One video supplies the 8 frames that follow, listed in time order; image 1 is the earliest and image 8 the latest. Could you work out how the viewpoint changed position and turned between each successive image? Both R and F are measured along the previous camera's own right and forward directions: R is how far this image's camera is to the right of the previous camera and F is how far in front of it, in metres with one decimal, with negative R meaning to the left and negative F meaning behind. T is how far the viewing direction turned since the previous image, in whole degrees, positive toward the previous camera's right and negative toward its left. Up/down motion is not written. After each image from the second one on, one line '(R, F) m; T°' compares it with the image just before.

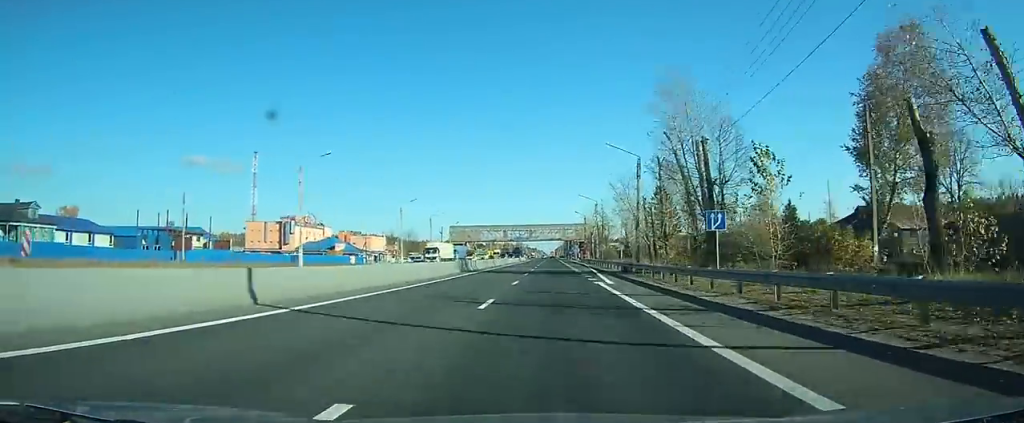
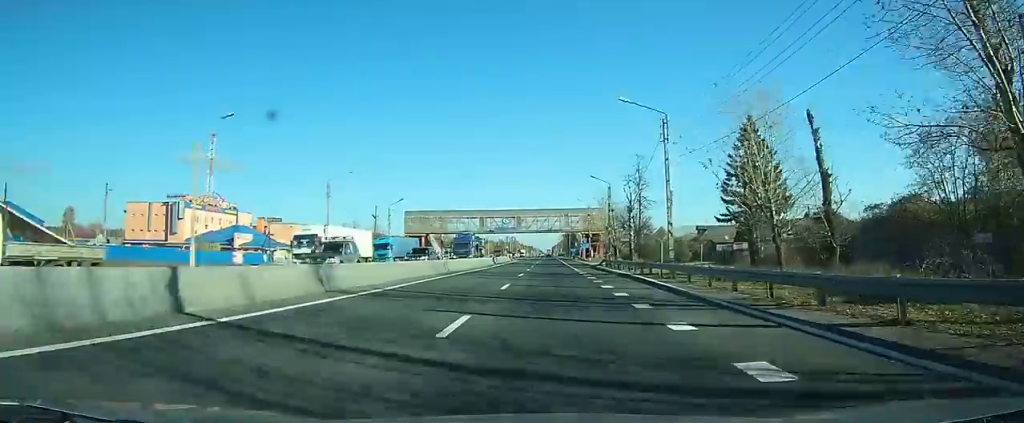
(+0.2, +54.5) m; 0°
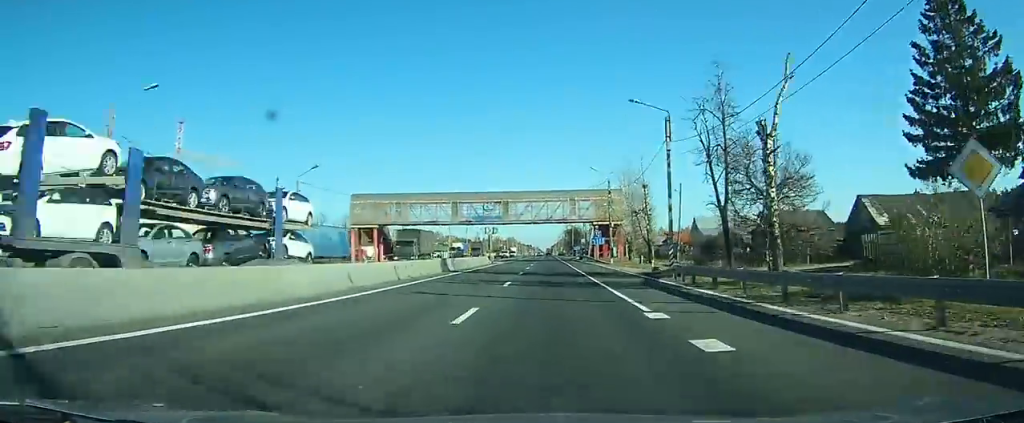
(-0.1, +33.8) m; 0°
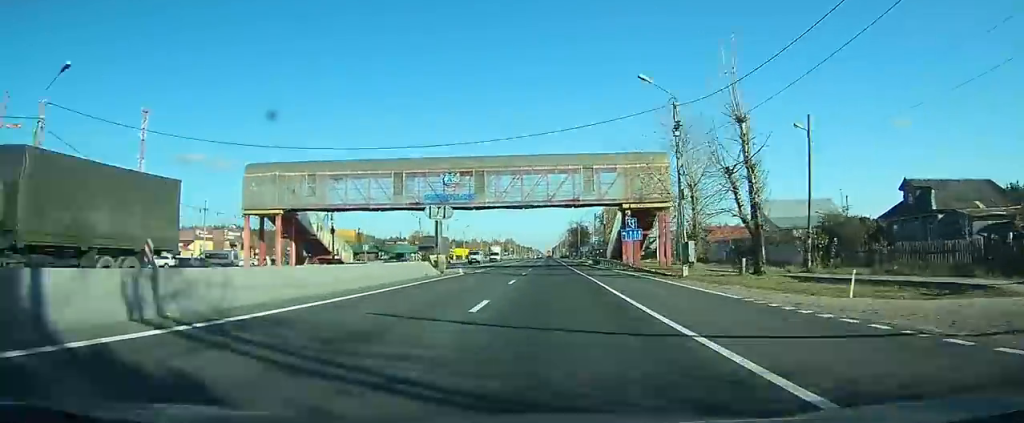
(-0.1, +32.5) m; 0°
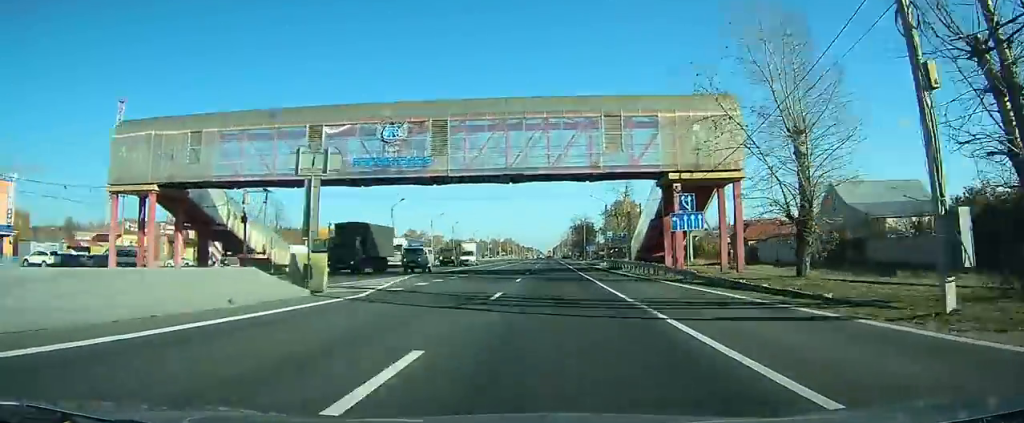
(0.0, +19.4) m; 0°
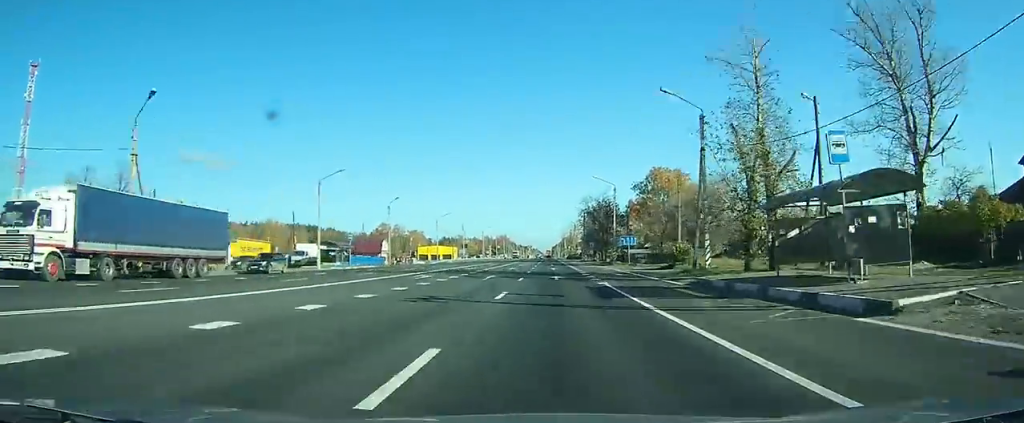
(0.0, +59.6) m; 0°
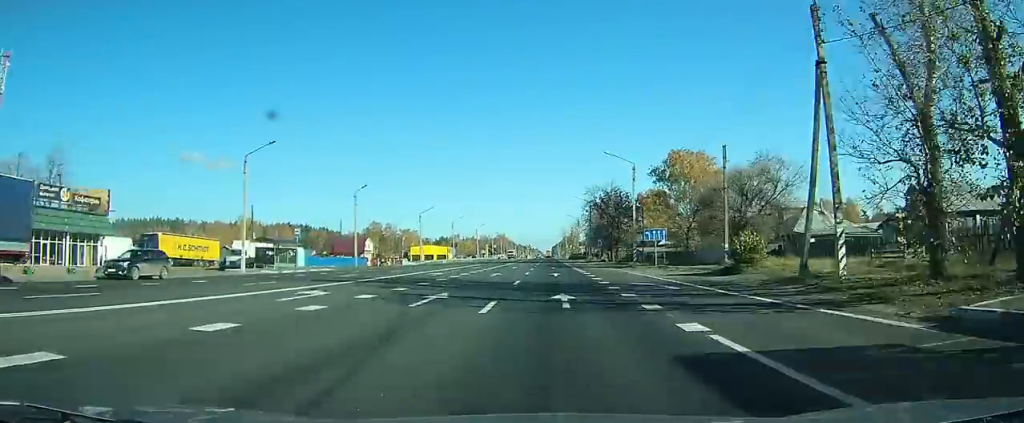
(0.0, +16.7) m; 0°
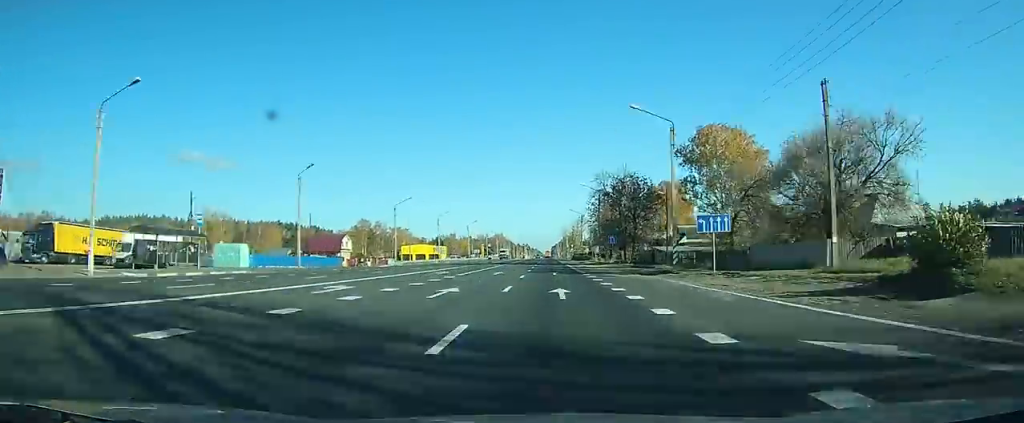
(0.0, +18.0) m; 0°
